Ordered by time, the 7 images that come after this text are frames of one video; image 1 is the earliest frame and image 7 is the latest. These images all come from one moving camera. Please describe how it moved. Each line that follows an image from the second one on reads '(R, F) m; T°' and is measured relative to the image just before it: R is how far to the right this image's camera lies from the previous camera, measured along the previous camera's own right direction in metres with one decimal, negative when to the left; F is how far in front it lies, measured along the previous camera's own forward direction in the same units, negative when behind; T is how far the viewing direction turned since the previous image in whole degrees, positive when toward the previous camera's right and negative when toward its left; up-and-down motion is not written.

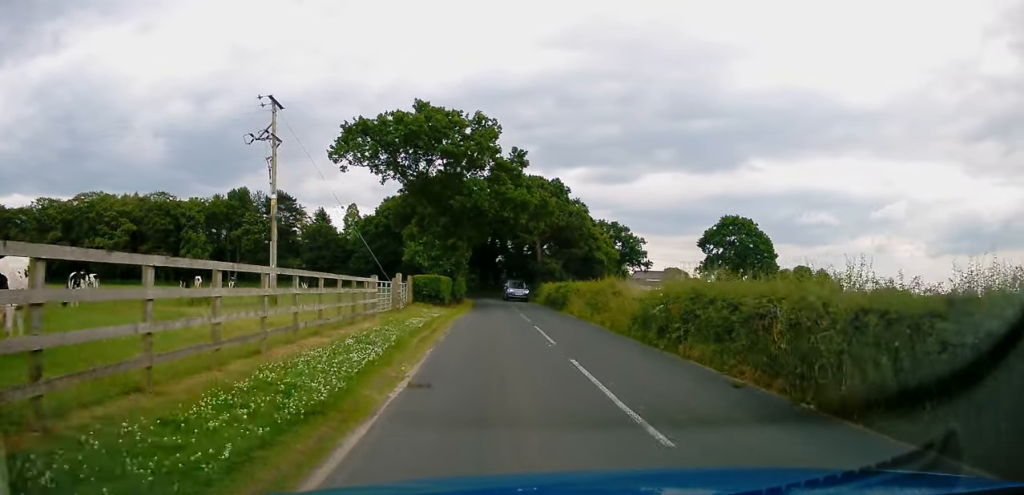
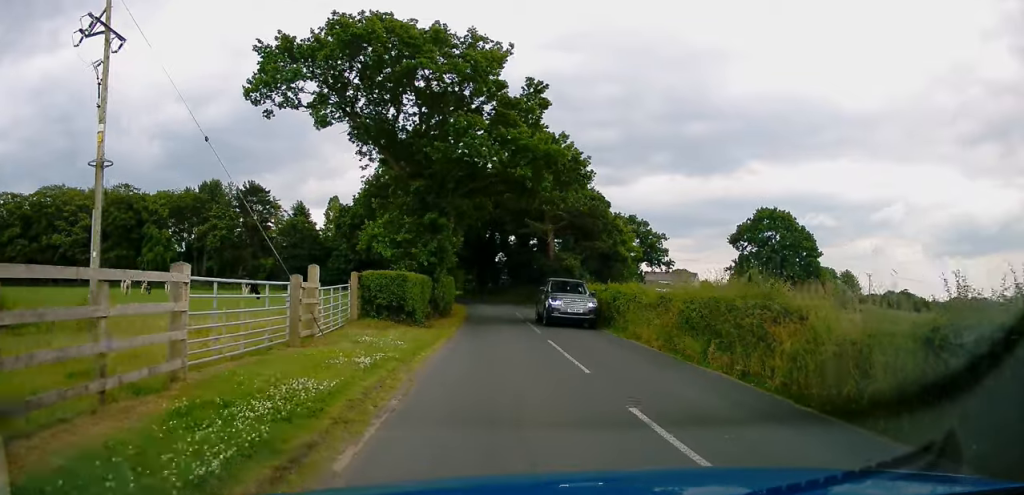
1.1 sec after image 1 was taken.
(-0.4, +13.0) m; -1°
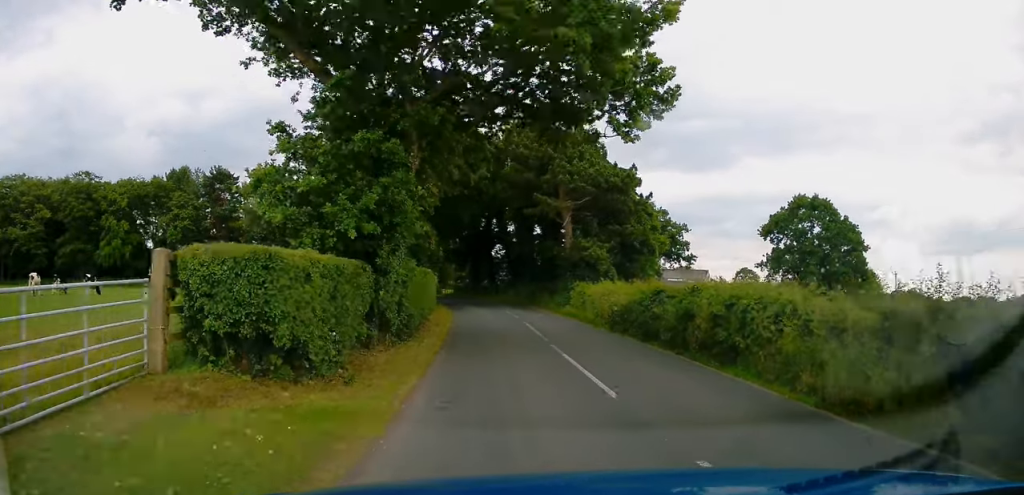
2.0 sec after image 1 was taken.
(+0.1, +11.2) m; +2°
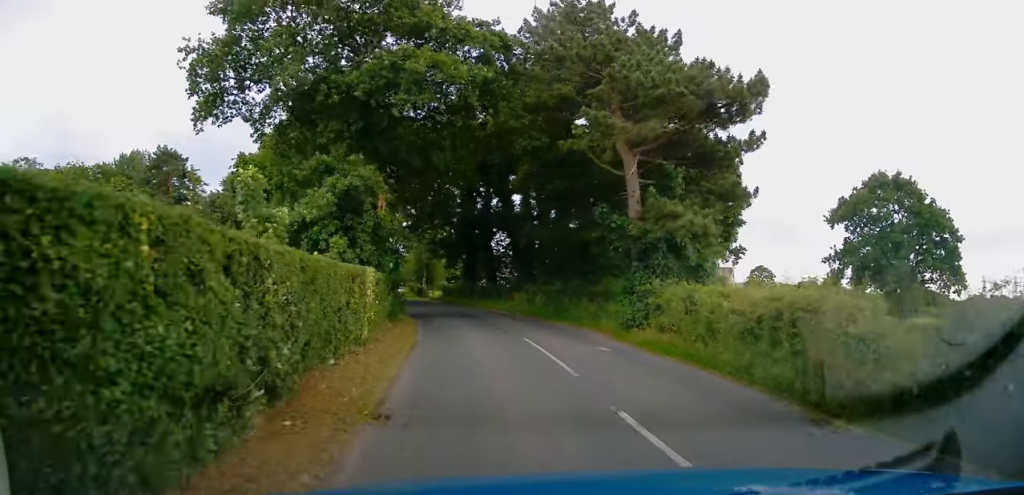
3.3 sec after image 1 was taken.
(+0.4, +15.8) m; +1°
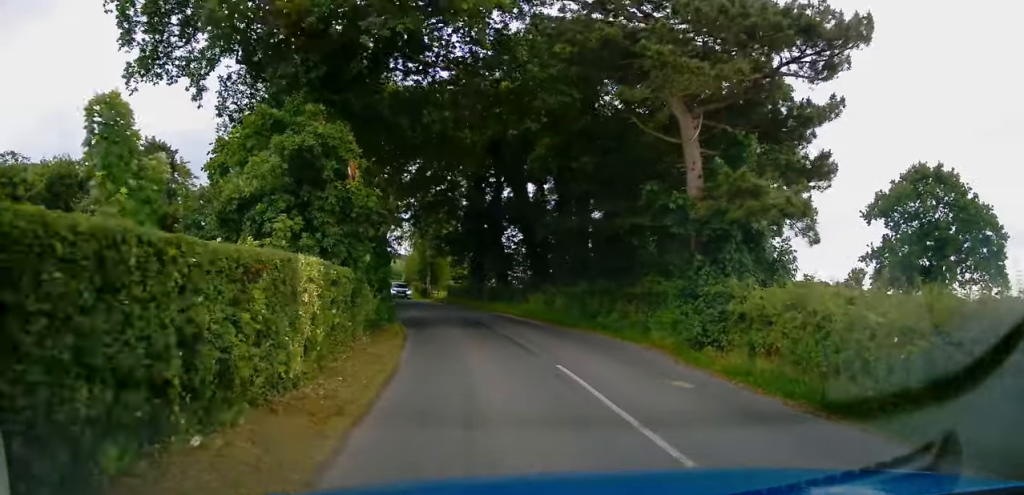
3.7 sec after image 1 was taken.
(-0.1, +5.2) m; -2°
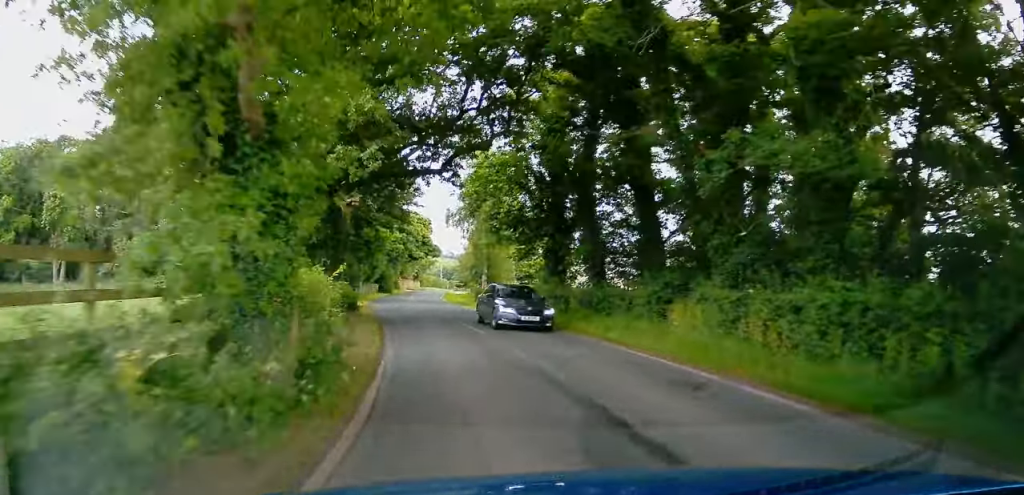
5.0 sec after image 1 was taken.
(-0.6, +15.5) m; -5°
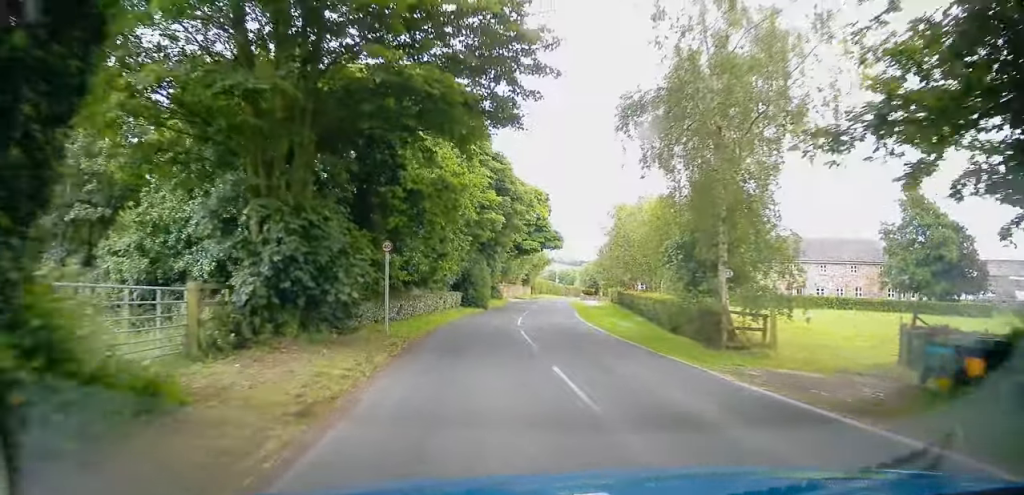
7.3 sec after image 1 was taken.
(-3.6, +28.0) m; -11°
